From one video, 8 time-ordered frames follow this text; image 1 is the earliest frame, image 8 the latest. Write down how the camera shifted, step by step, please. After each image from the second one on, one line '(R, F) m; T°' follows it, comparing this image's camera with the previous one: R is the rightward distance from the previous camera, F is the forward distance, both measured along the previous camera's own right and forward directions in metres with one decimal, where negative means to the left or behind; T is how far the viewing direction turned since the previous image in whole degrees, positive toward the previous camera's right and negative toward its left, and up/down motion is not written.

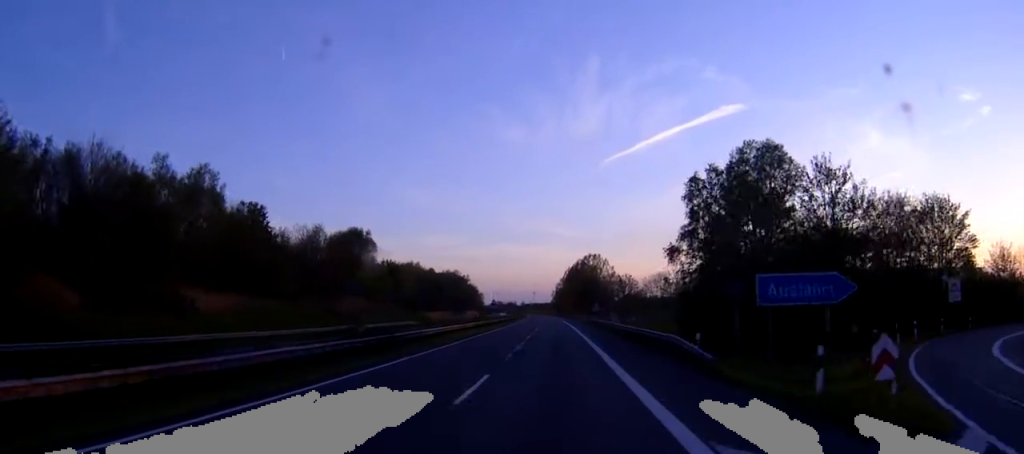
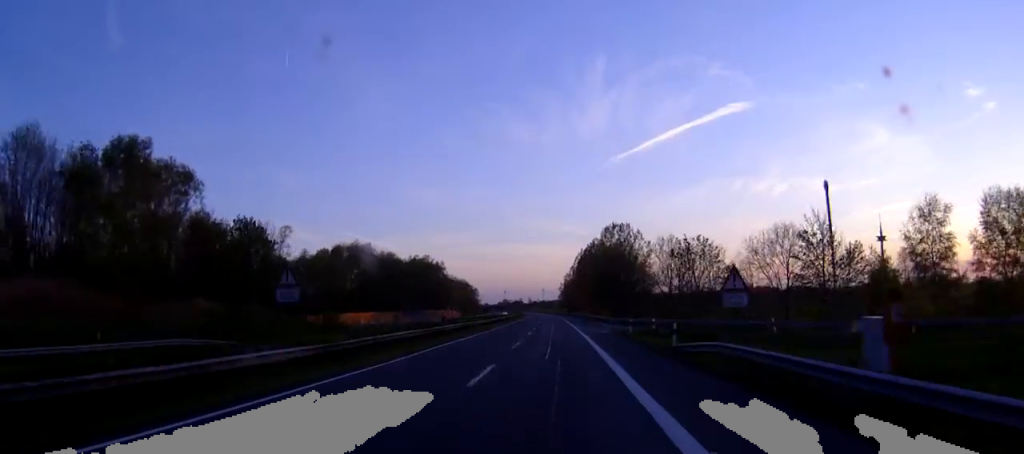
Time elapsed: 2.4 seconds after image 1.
(-0.4, +68.6) m; -1°
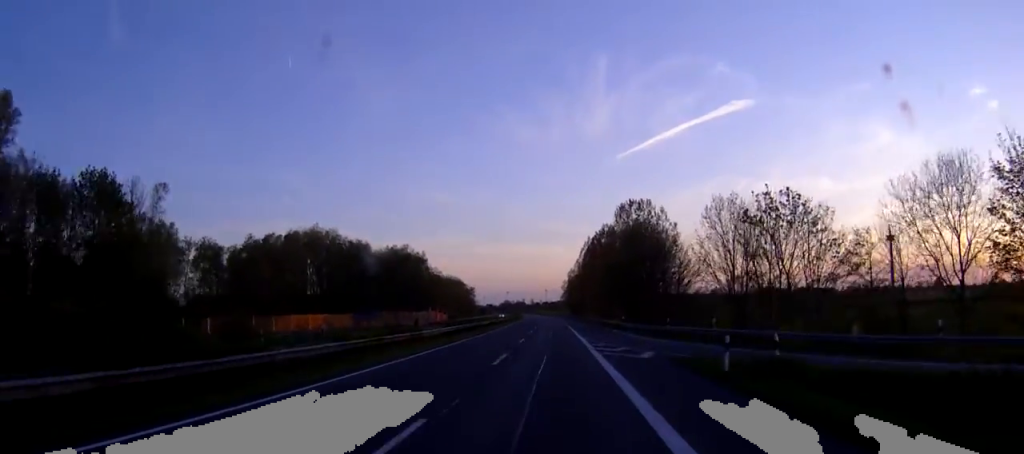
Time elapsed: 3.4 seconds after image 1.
(0.0, +28.2) m; 0°
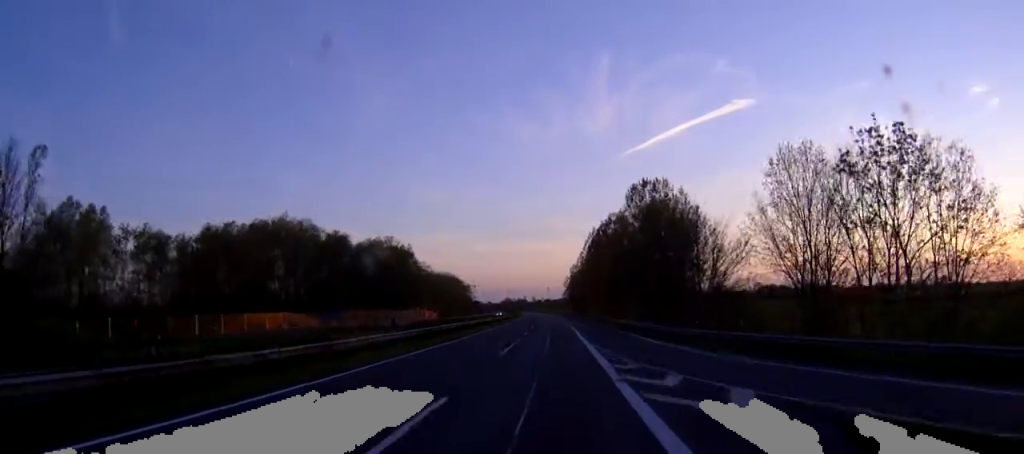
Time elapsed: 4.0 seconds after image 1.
(0.0, +16.0) m; 0°
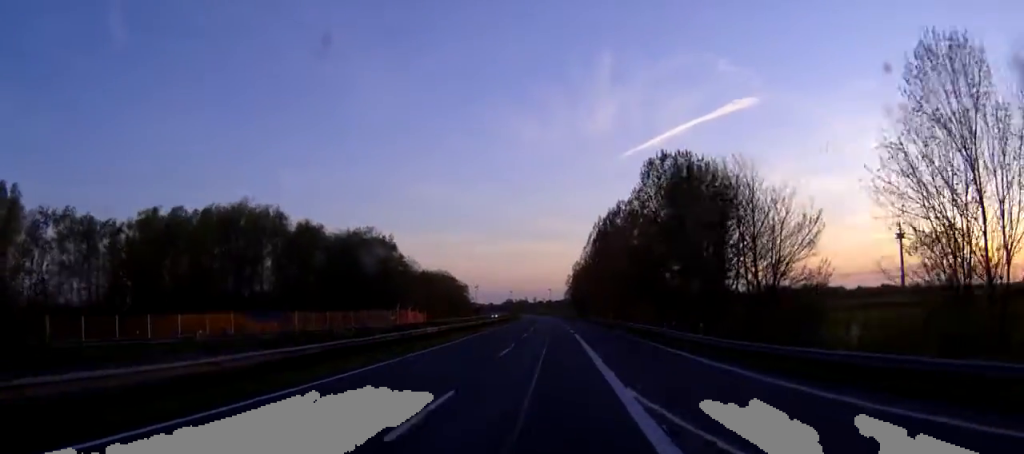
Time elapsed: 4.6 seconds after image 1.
(-0.1, +16.1) m; 0°
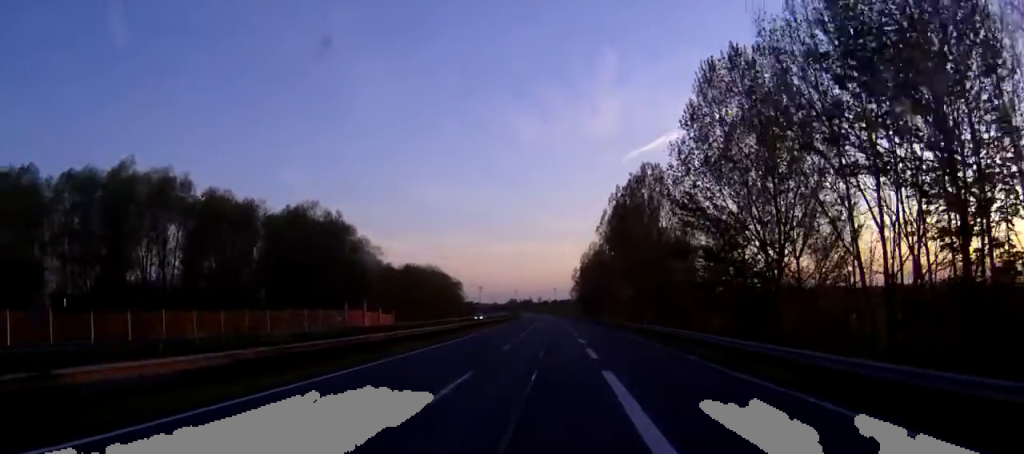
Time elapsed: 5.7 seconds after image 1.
(-0.1, +31.3) m; 0°
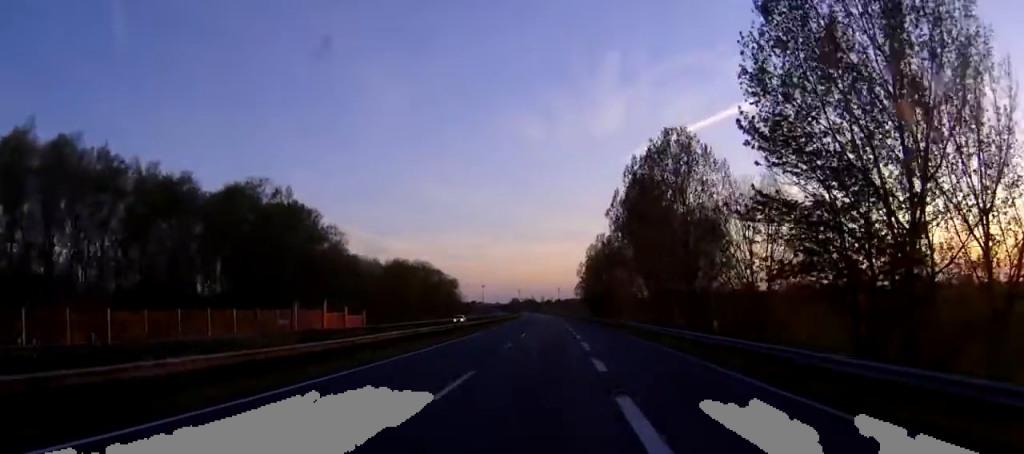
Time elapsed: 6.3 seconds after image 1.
(0.0, +18.1) m; 0°
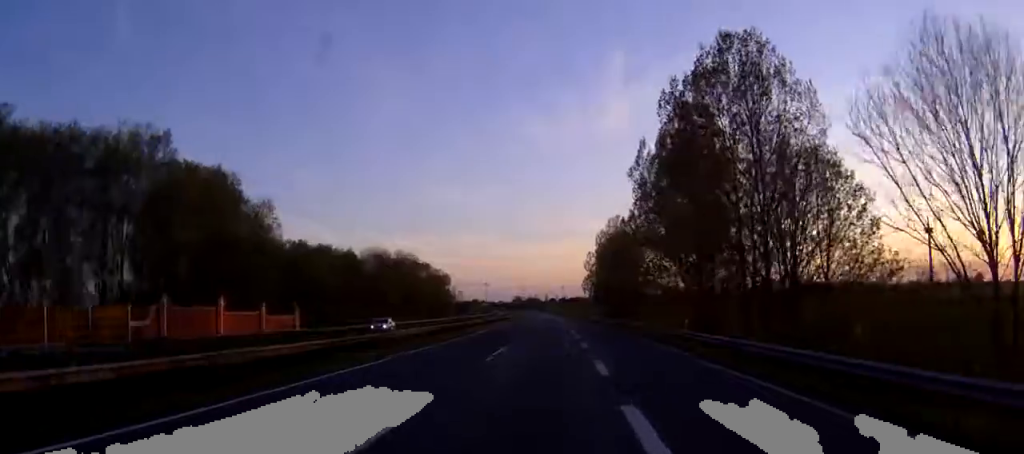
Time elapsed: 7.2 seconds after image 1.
(-0.1, +25.7) m; 0°
